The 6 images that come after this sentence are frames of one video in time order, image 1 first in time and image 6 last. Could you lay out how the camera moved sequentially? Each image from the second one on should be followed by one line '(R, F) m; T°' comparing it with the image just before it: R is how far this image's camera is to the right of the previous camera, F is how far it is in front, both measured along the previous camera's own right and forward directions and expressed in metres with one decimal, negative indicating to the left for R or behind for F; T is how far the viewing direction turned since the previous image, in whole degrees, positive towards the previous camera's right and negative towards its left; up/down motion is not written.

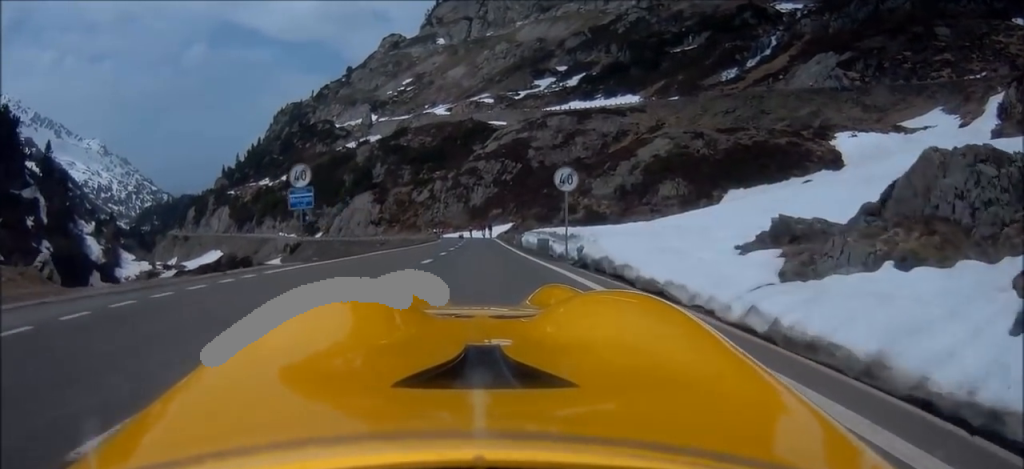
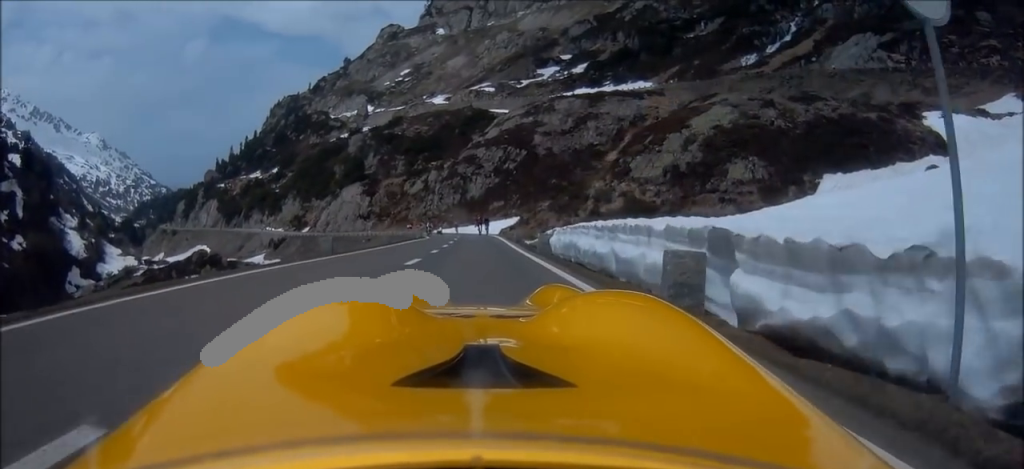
(+0.2, +14.2) m; 0°
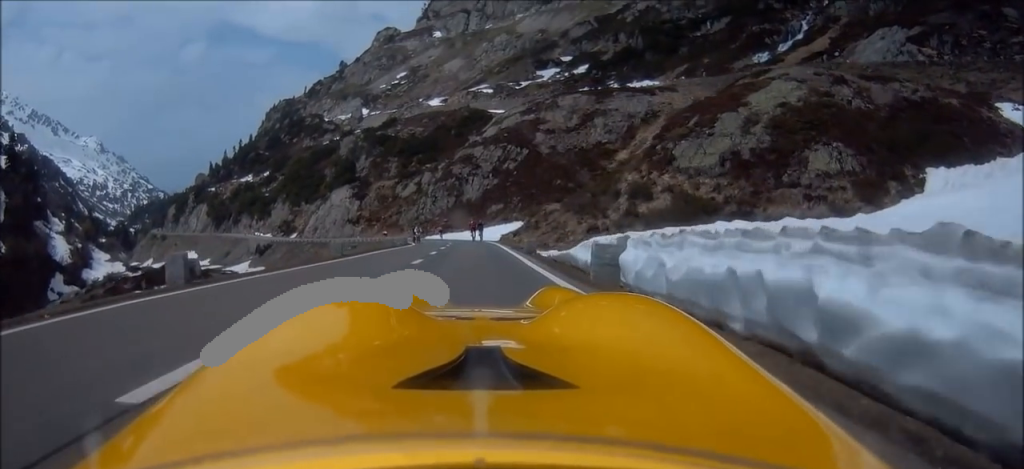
(-0.1, +9.8) m; -2°
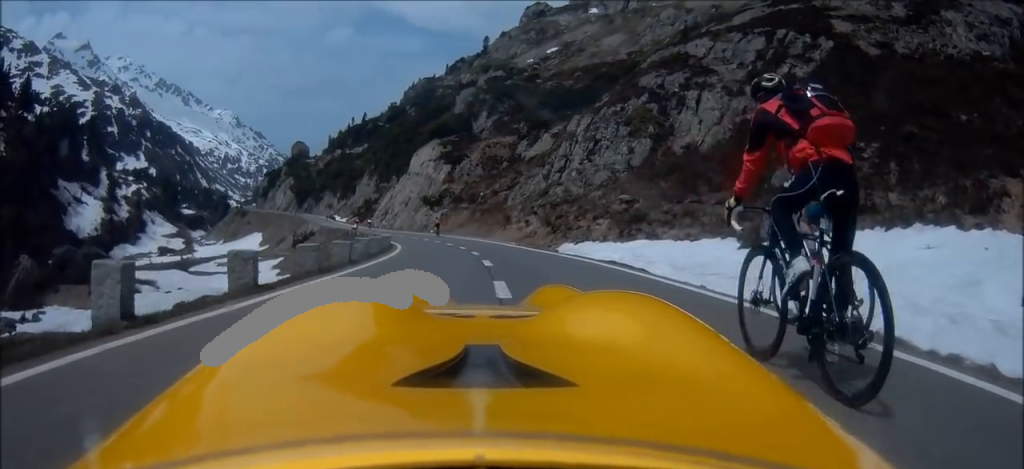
(-6.5, +63.9) m; -12°
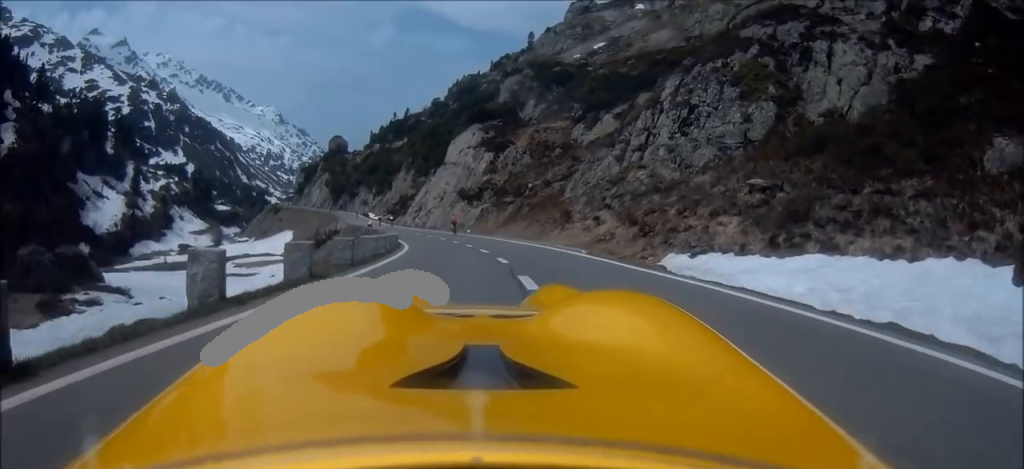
(-0.4, +11.4) m; -3°
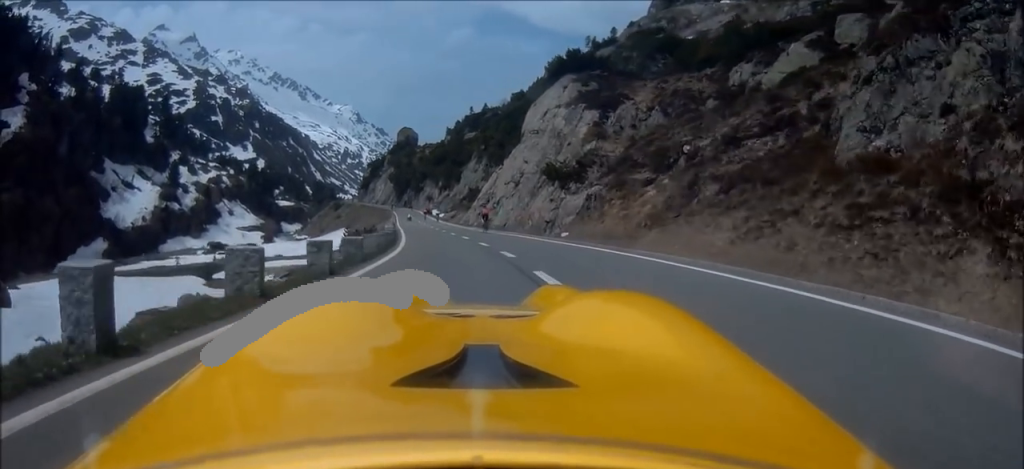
(-1.5, +24.0) m; -11°
